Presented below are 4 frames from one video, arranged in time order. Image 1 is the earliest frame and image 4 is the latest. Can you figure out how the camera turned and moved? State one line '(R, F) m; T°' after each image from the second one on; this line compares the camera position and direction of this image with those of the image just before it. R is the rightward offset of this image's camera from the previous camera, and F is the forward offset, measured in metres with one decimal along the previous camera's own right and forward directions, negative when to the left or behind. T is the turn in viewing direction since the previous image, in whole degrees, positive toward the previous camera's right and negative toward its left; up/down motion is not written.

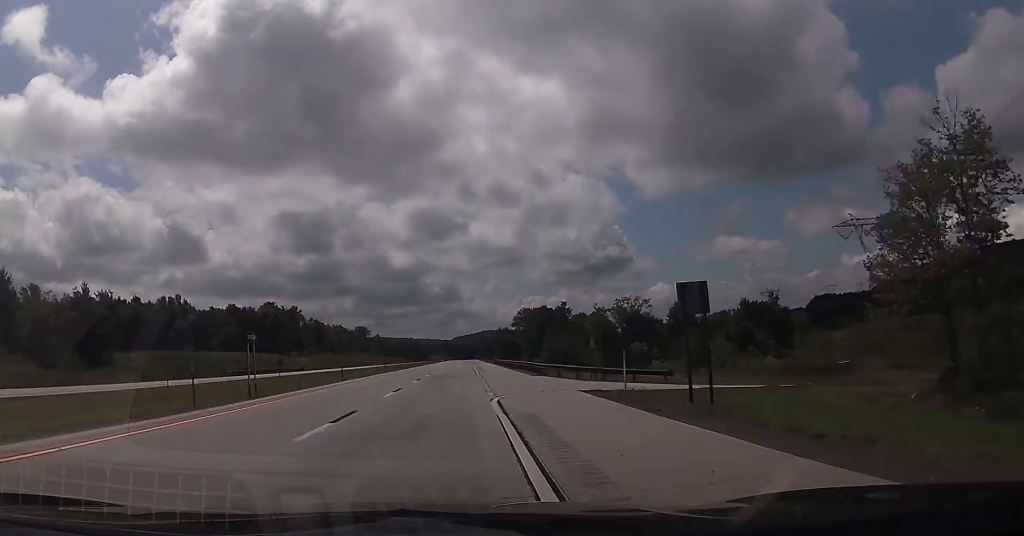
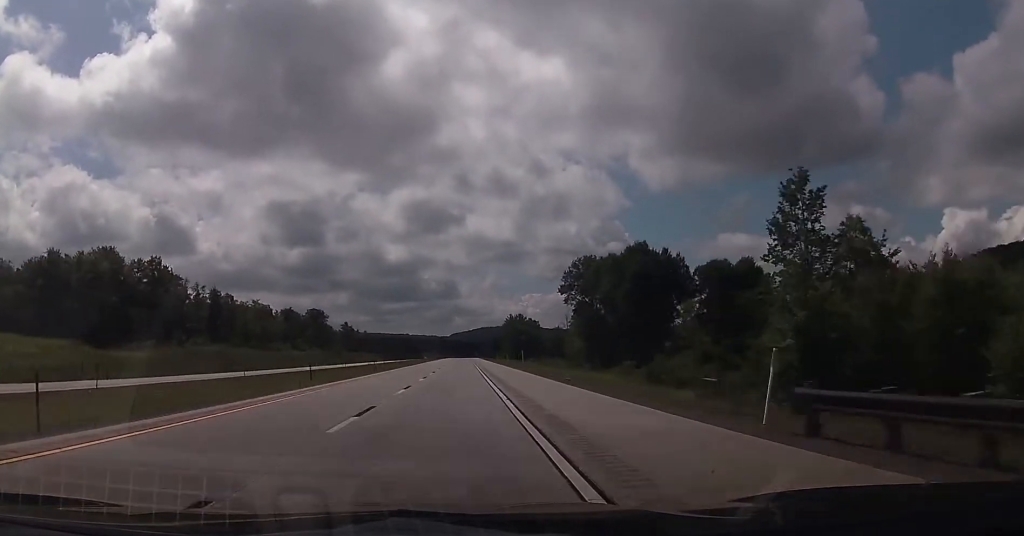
(-0.8, +108.9) m; 0°
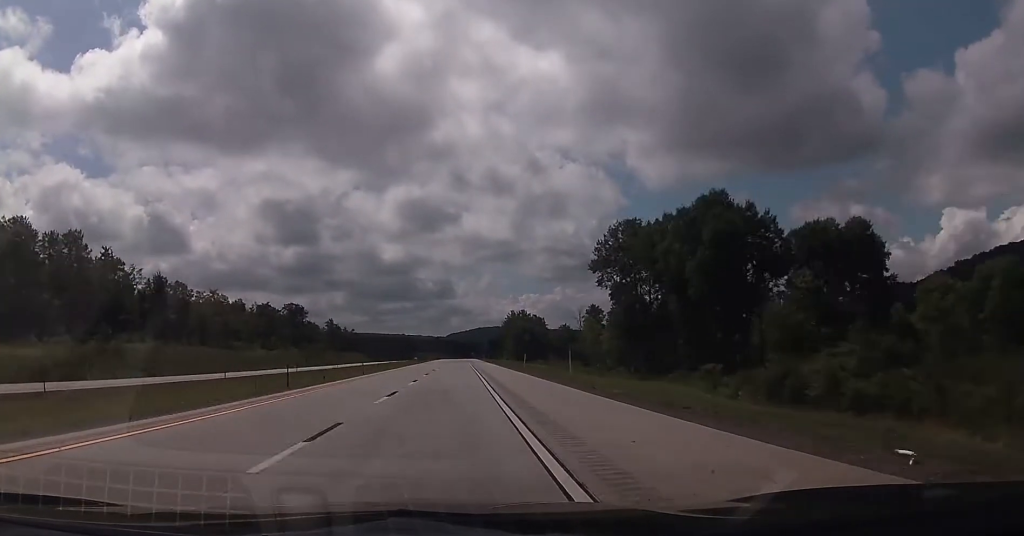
(+0.2, +28.6) m; 0°
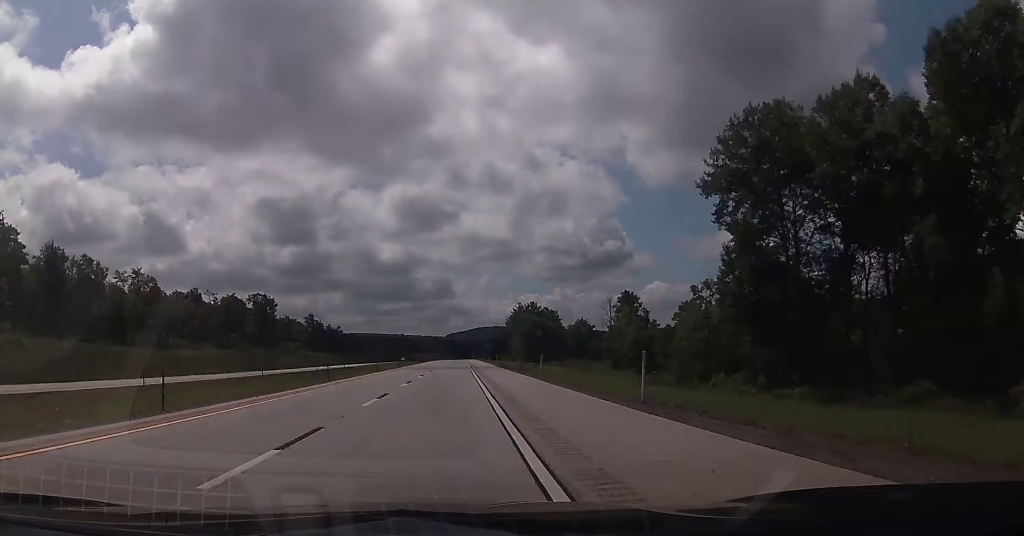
(-0.1, +37.5) m; -1°
